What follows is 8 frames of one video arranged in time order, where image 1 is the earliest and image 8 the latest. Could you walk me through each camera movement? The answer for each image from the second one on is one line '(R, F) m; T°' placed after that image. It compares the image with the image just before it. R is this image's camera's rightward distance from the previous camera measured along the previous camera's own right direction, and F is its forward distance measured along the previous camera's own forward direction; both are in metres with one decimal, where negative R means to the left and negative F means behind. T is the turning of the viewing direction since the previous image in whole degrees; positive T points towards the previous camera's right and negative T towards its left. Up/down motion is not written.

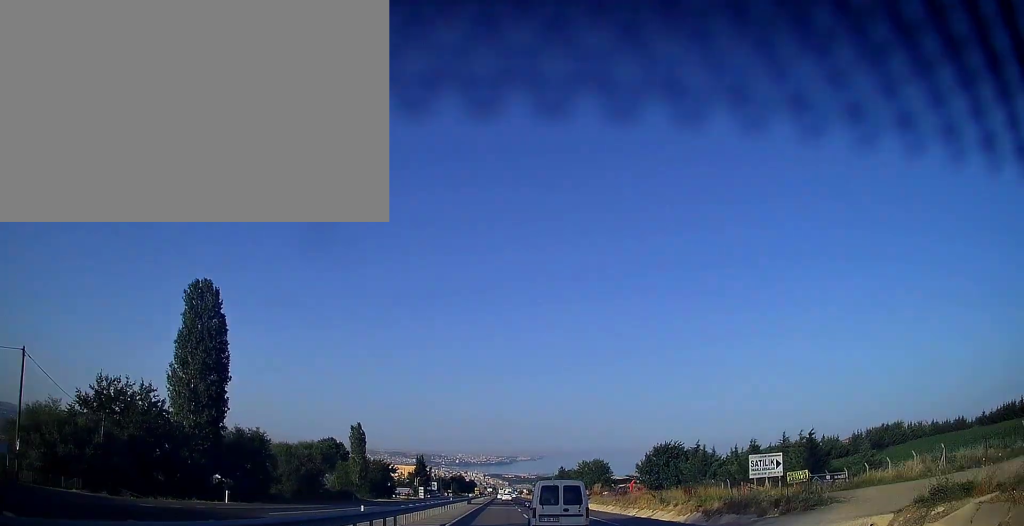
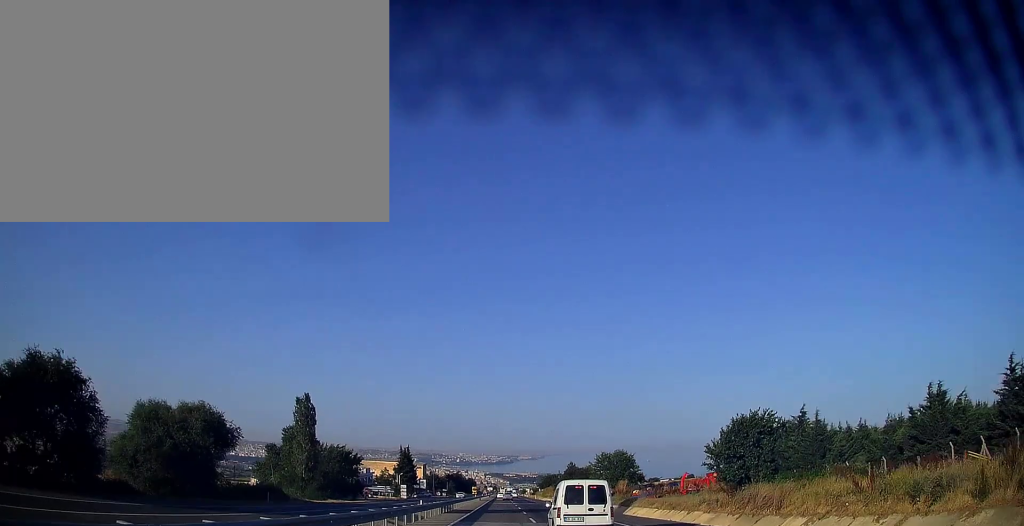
(+0.1, +30.1) m; 0°
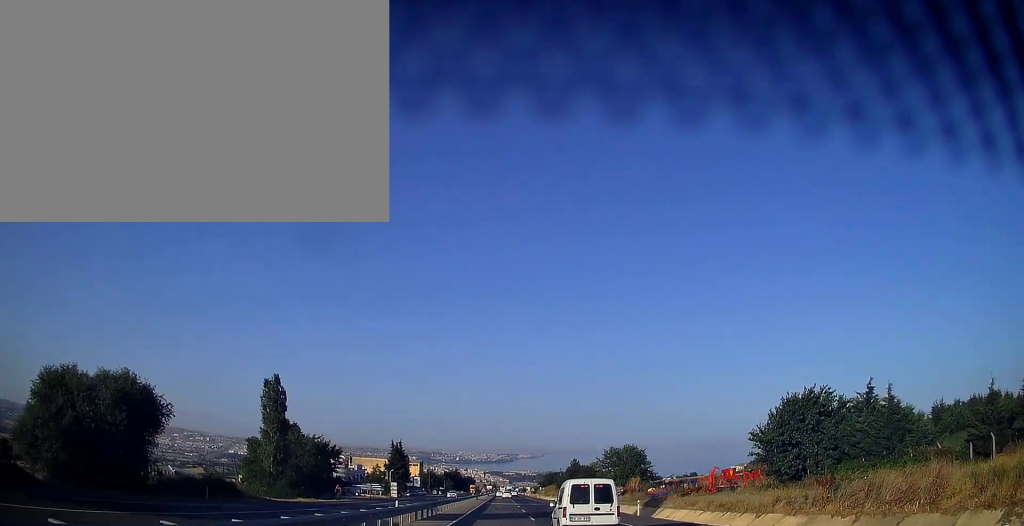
(-0.1, +11.2) m; 0°
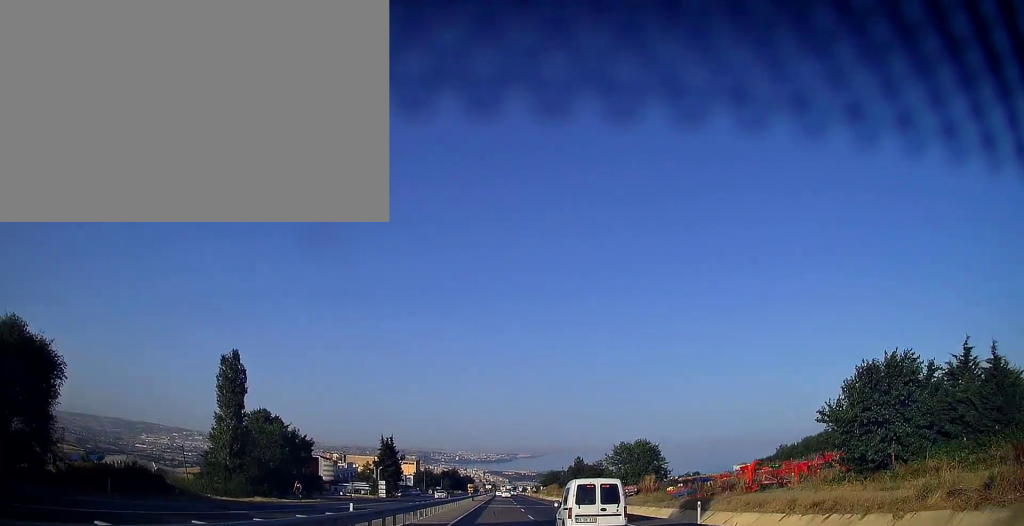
(-0.1, +11.2) m; 0°
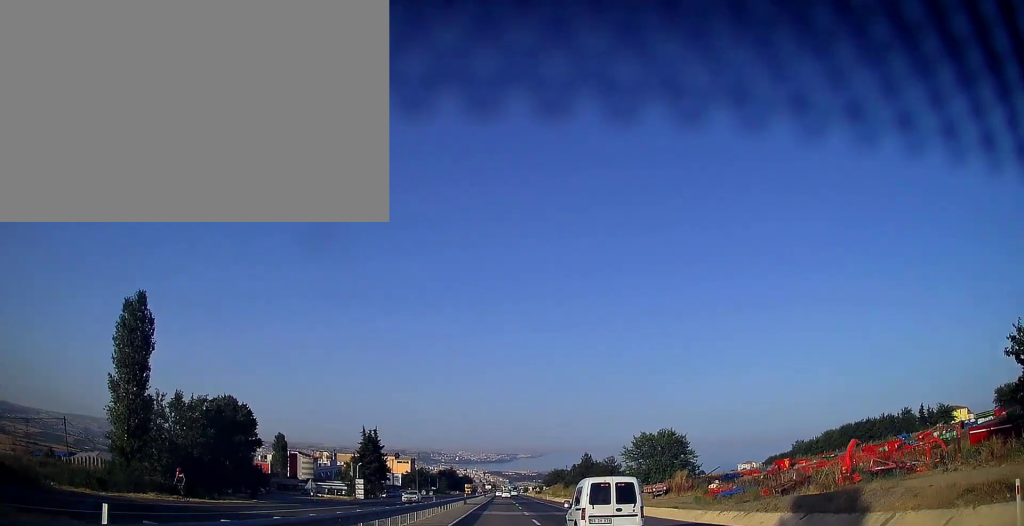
(+0.1, +17.1) m; 0°
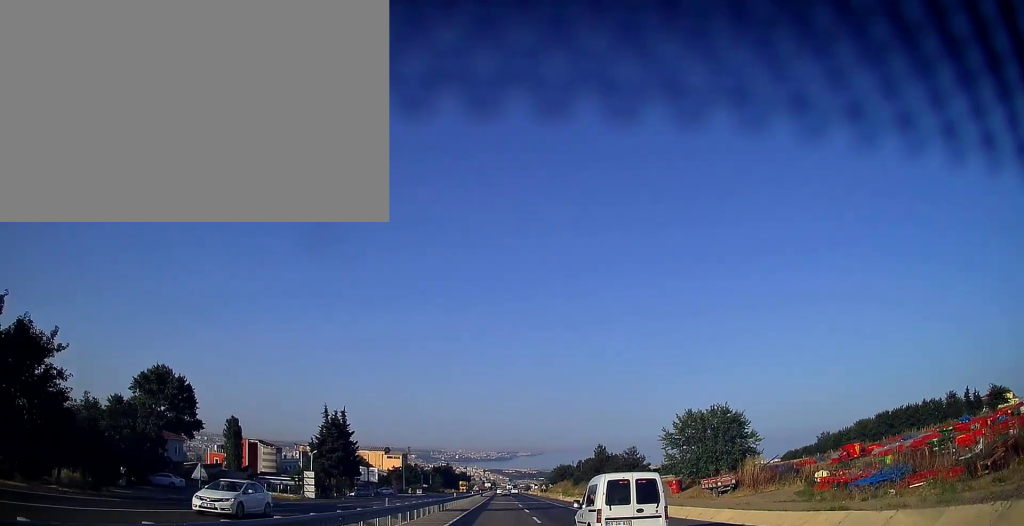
(0.0, +24.0) m; 0°
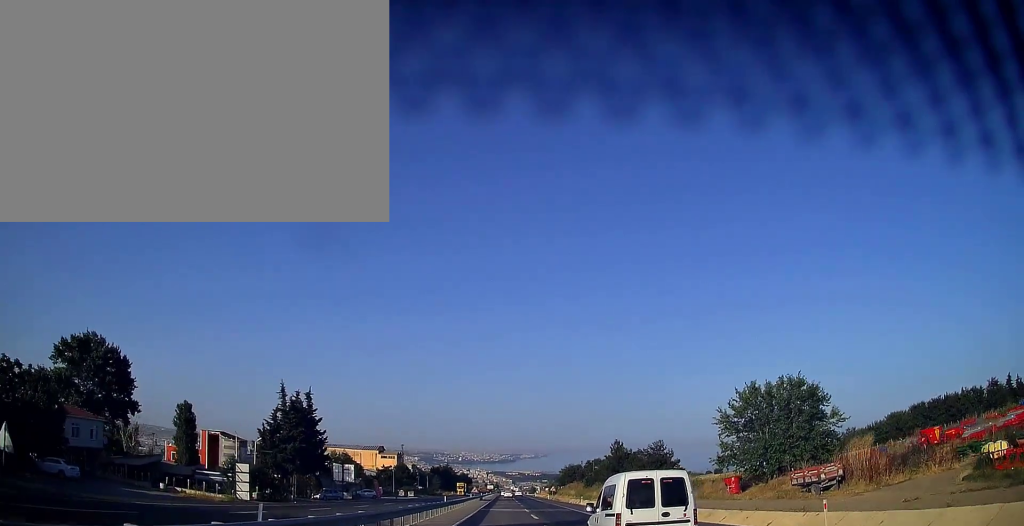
(0.0, +18.5) m; 0°
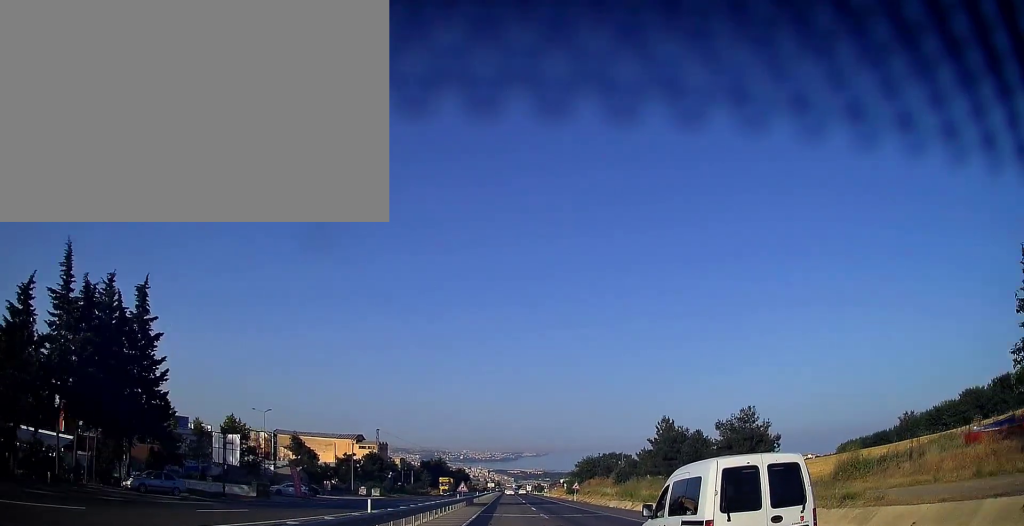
(-0.1, +38.2) m; 0°
